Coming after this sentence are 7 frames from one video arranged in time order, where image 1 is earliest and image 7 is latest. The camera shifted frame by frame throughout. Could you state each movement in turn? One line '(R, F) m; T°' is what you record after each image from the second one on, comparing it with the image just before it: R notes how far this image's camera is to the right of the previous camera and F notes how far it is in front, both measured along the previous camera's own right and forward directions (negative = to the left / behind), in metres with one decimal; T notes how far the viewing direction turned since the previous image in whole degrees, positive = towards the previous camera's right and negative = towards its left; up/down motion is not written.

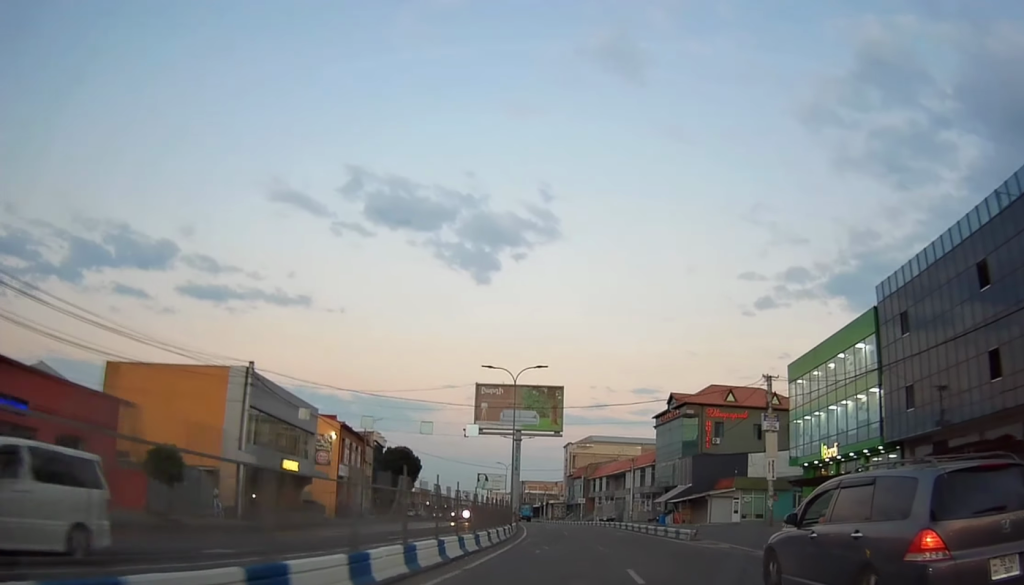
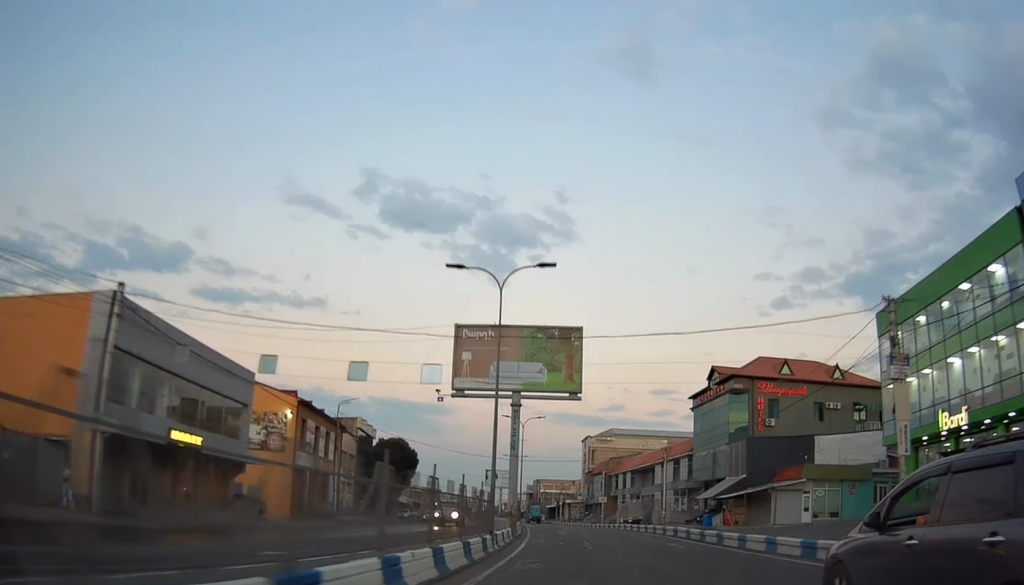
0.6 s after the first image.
(-0.7, +15.5) m; -3°
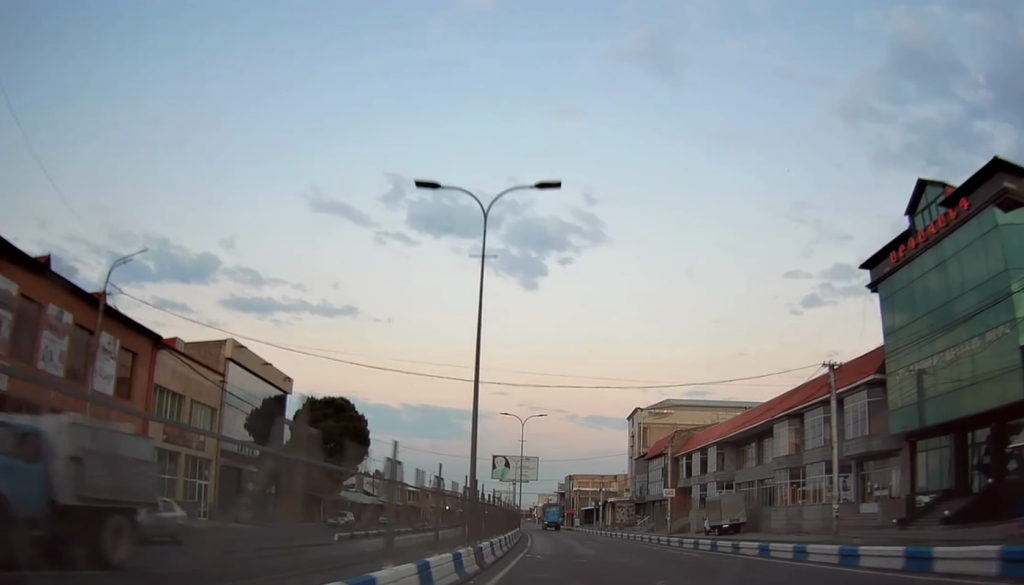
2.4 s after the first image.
(-1.8, +41.0) m; -3°
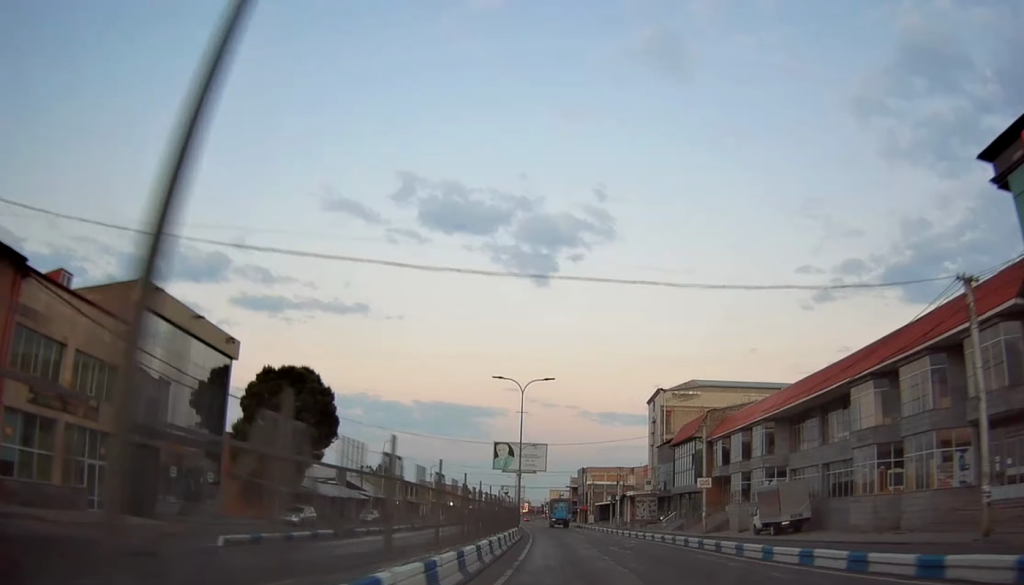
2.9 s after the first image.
(0.0, +12.7) m; -1°
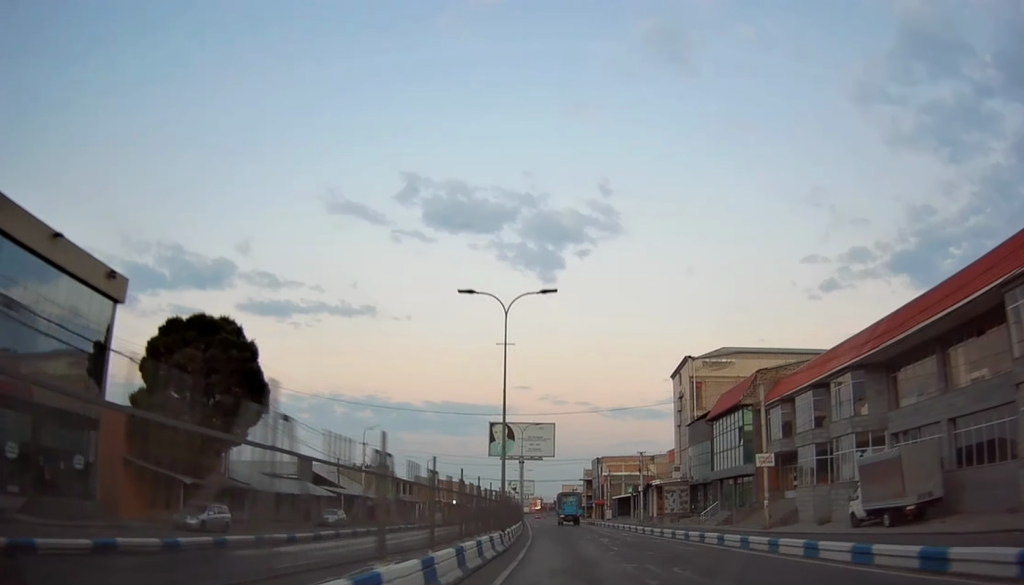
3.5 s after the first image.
(-0.2, +15.3) m; -1°
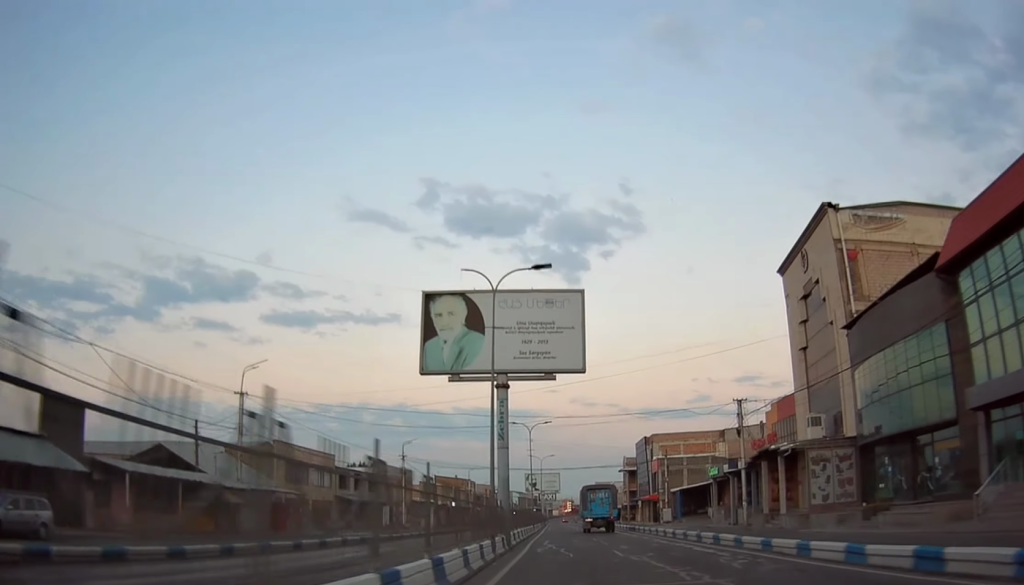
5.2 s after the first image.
(-0.6, +39.4) m; -3°
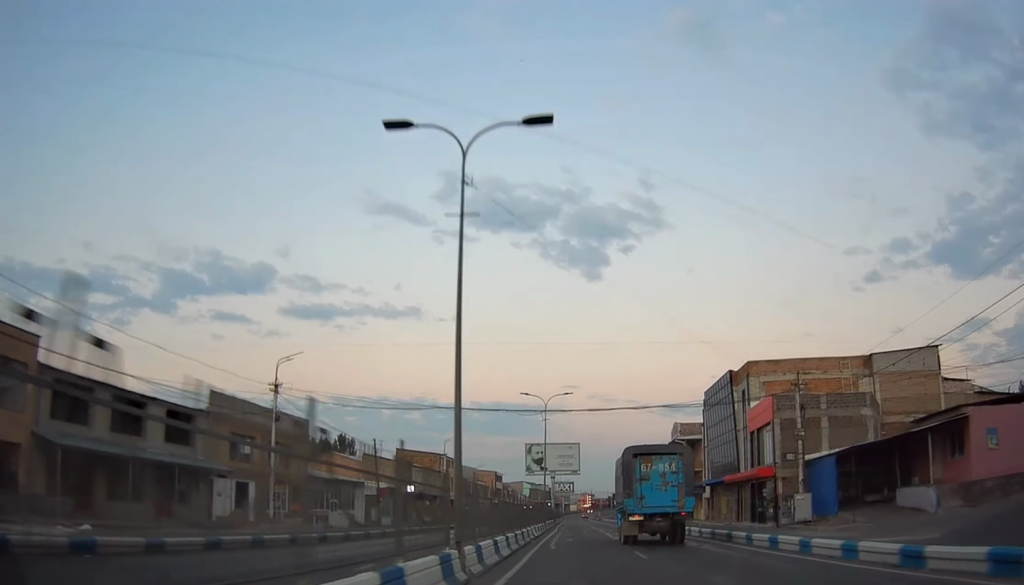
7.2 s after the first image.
(-0.4, +44.9) m; -1°
